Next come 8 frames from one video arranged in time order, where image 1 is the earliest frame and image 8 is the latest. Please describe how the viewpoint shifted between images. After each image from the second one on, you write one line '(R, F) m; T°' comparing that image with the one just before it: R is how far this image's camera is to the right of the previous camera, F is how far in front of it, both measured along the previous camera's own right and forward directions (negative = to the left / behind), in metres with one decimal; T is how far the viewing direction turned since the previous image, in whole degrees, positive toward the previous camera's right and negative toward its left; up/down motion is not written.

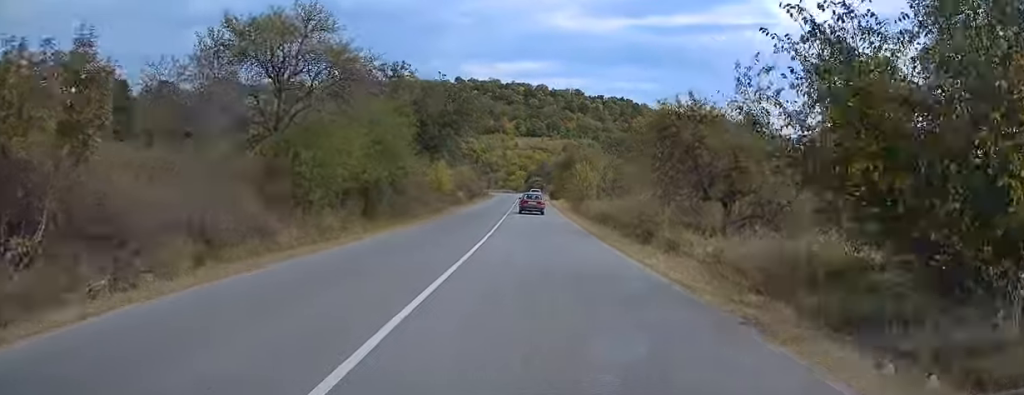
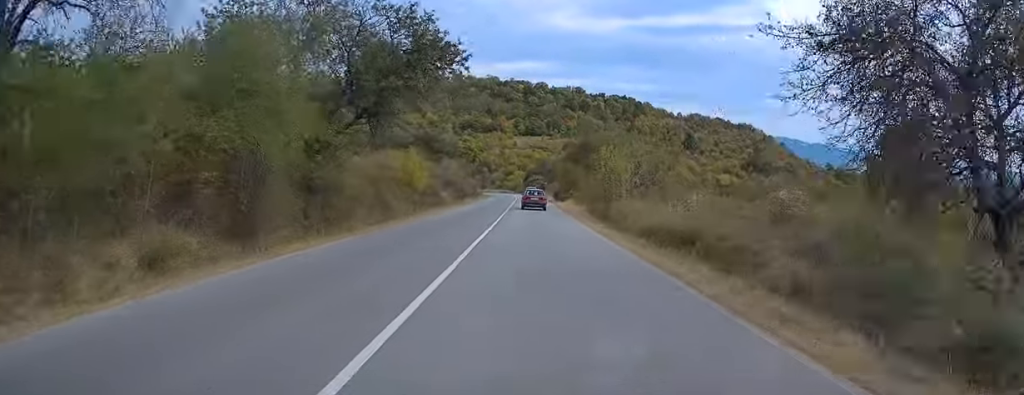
(-0.4, +16.1) m; 0°
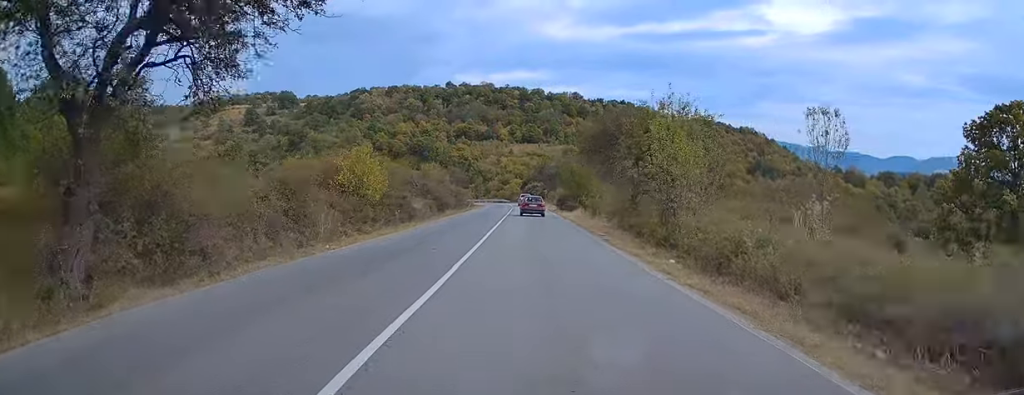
(+0.4, +14.3) m; +2°
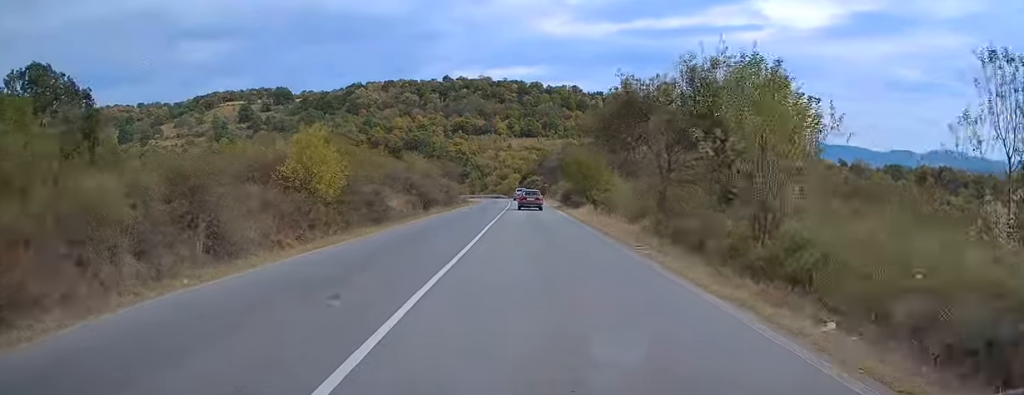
(+0.1, +8.1) m; -1°
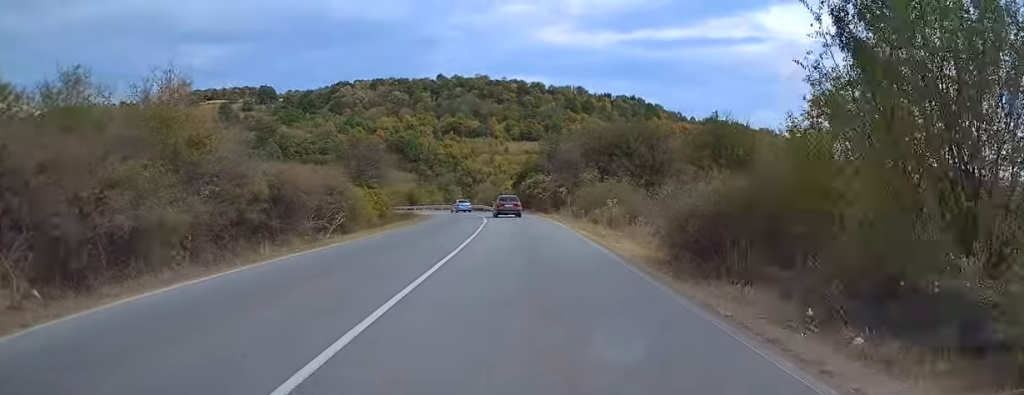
(+0.1, +43.7) m; 0°
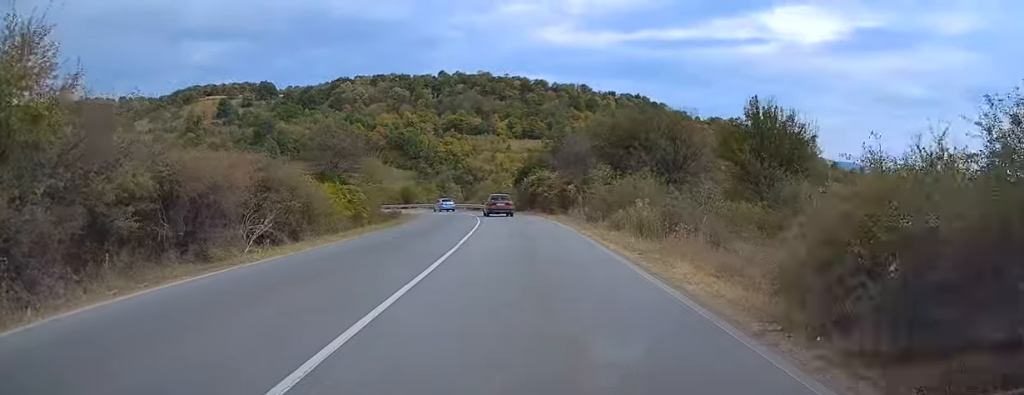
(-0.2, +6.9) m; -1°
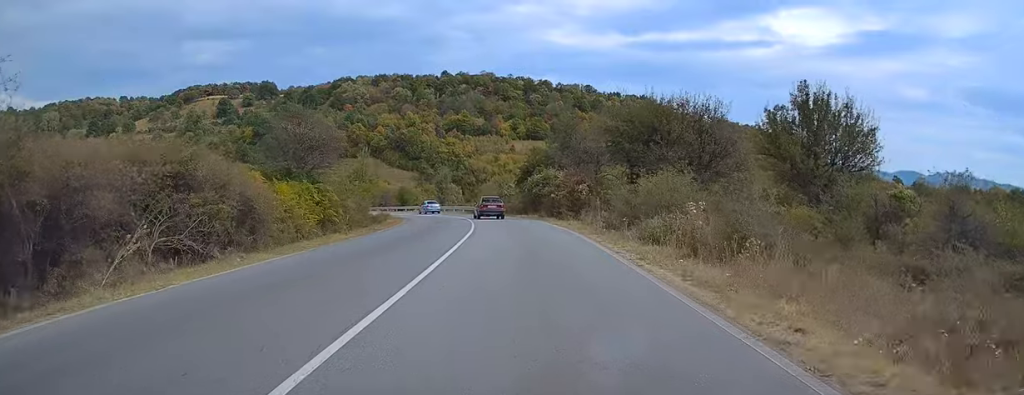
(-0.1, +6.0) m; -1°
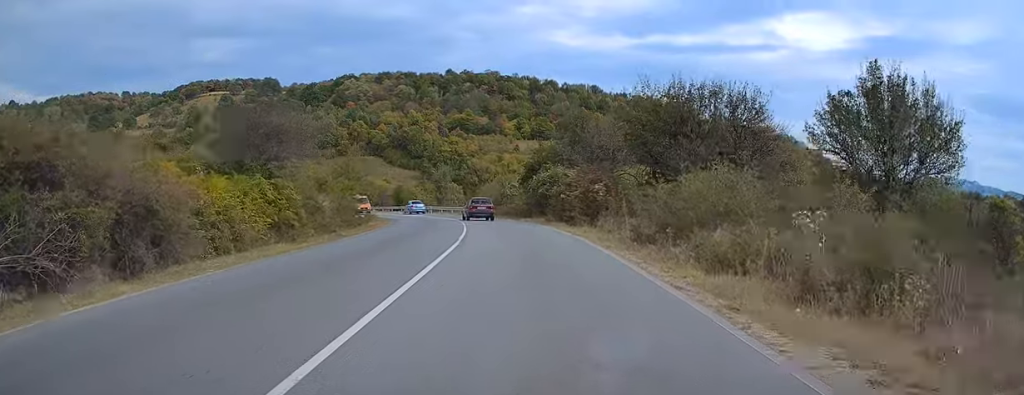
(0.0, +6.0) m; 0°
